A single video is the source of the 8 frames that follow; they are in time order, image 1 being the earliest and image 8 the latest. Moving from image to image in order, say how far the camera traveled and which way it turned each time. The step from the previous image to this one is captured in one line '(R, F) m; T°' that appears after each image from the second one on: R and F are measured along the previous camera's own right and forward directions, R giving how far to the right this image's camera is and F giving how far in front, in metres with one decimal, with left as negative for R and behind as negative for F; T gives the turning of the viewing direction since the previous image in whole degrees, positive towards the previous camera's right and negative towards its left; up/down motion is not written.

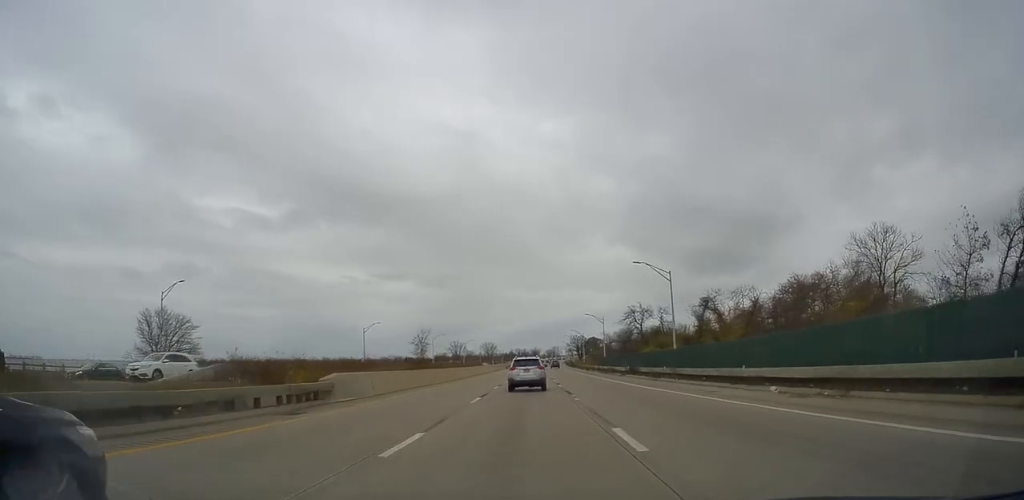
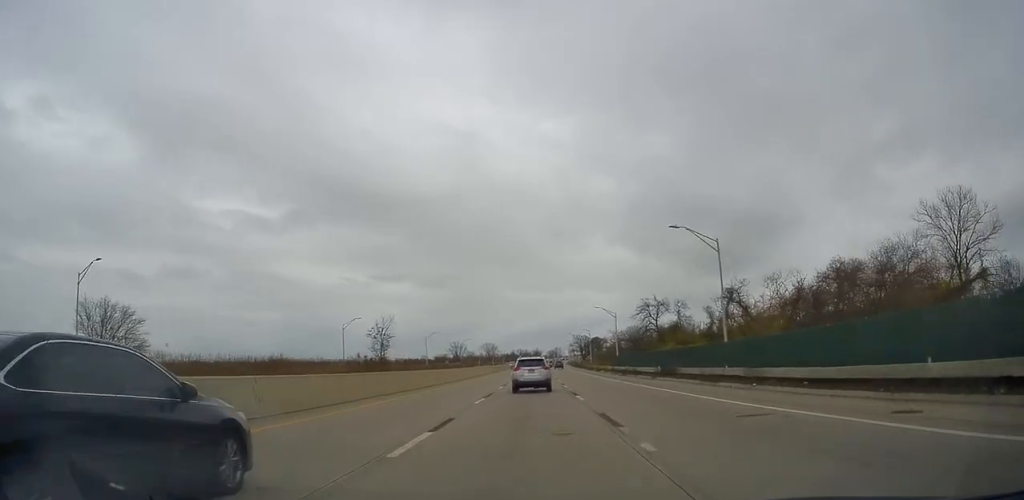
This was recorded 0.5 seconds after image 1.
(-0.2, +12.4) m; 0°
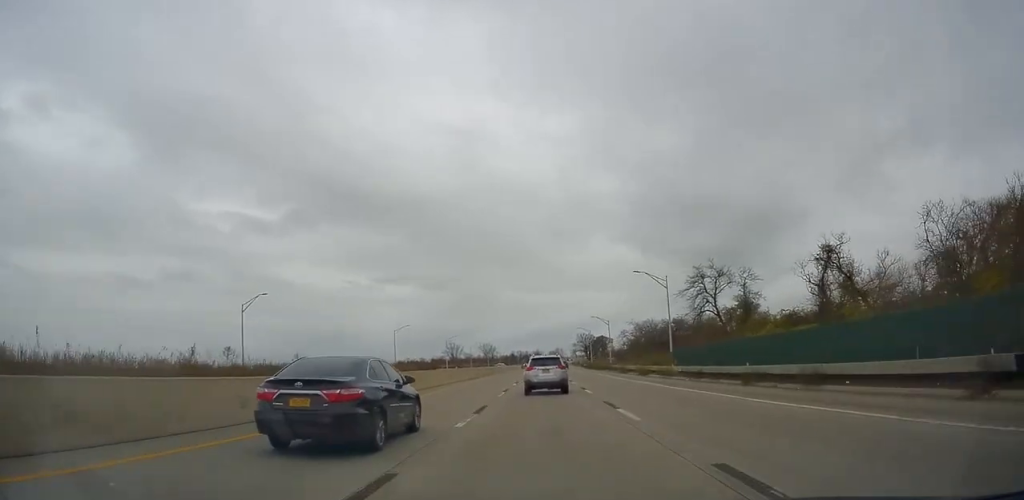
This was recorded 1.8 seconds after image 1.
(-0.2, +32.5) m; 0°
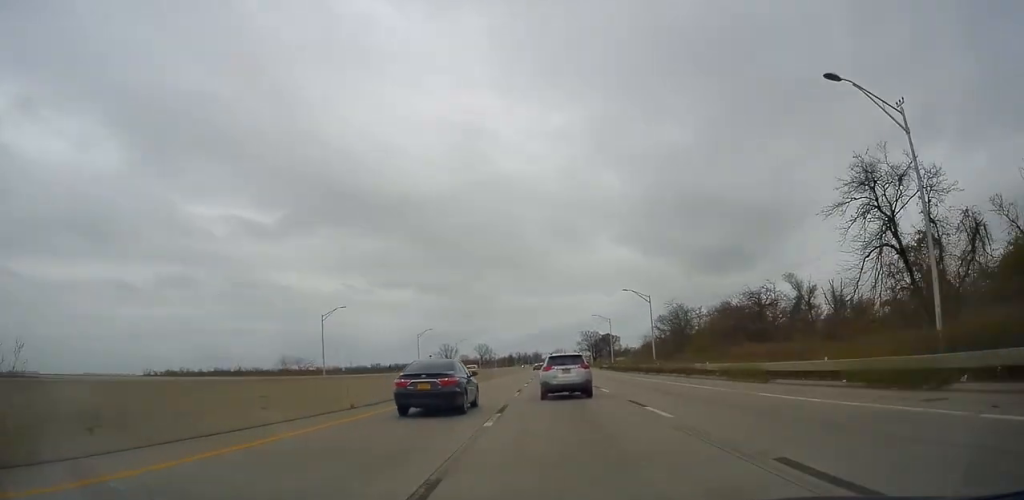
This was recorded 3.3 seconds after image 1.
(0.0, +36.3) m; 0°
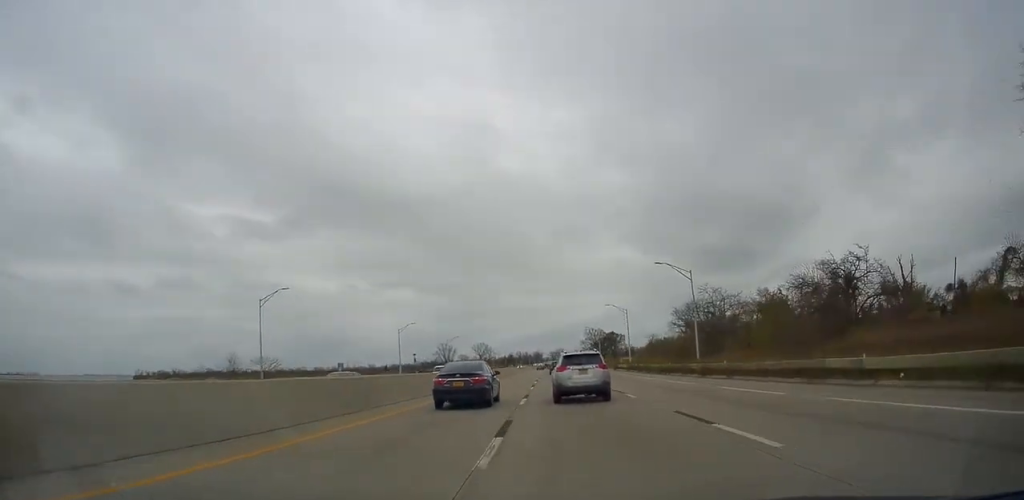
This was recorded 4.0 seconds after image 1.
(0.0, +16.9) m; 0°
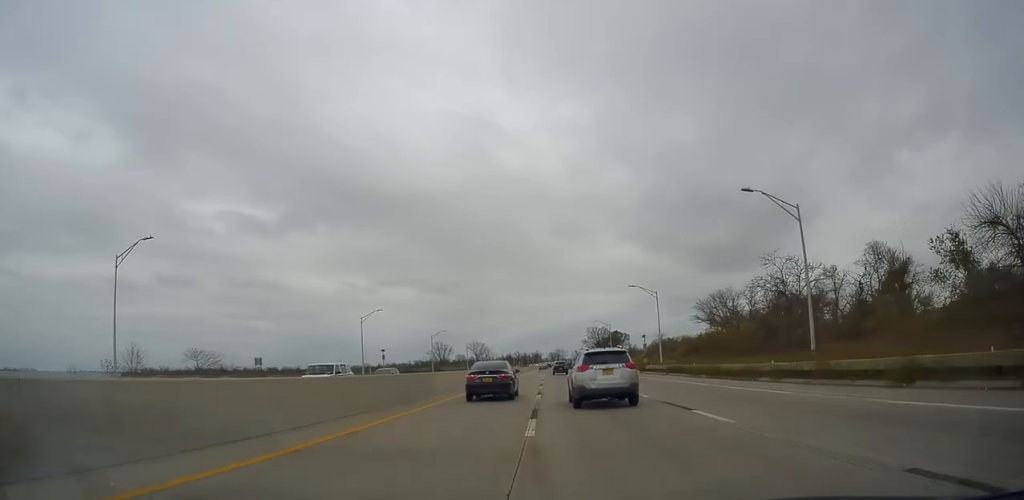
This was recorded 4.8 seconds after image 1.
(0.0, +20.7) m; 0°
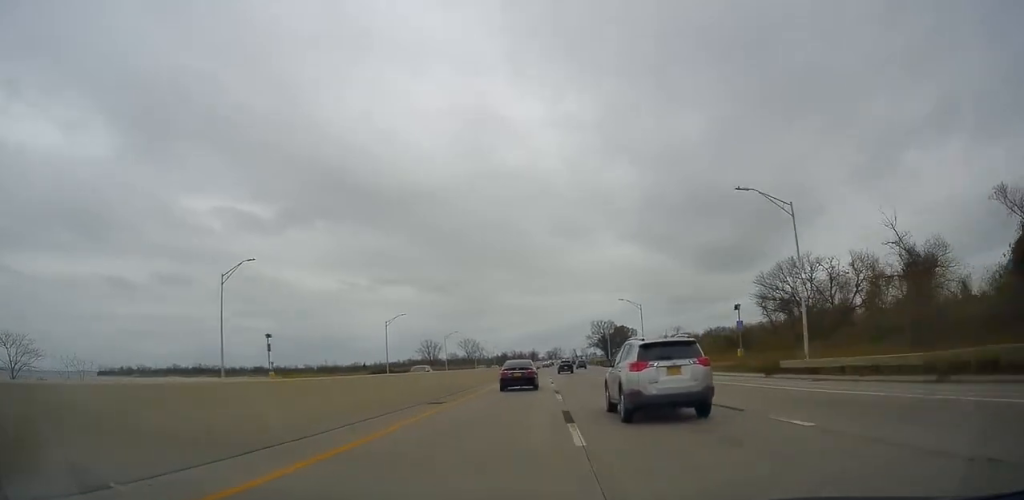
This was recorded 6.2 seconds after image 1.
(+0.4, +35.3) m; +1°
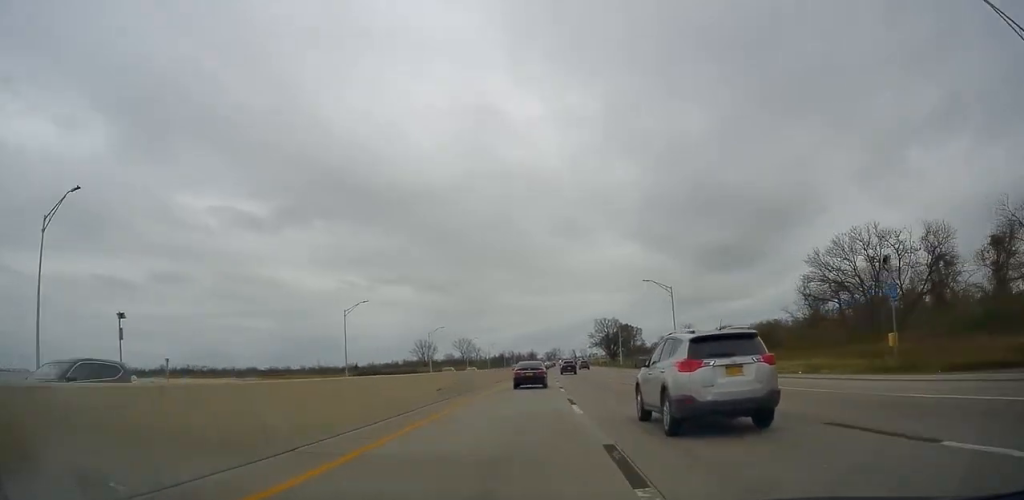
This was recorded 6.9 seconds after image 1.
(+0.3, +18.7) m; -1°
